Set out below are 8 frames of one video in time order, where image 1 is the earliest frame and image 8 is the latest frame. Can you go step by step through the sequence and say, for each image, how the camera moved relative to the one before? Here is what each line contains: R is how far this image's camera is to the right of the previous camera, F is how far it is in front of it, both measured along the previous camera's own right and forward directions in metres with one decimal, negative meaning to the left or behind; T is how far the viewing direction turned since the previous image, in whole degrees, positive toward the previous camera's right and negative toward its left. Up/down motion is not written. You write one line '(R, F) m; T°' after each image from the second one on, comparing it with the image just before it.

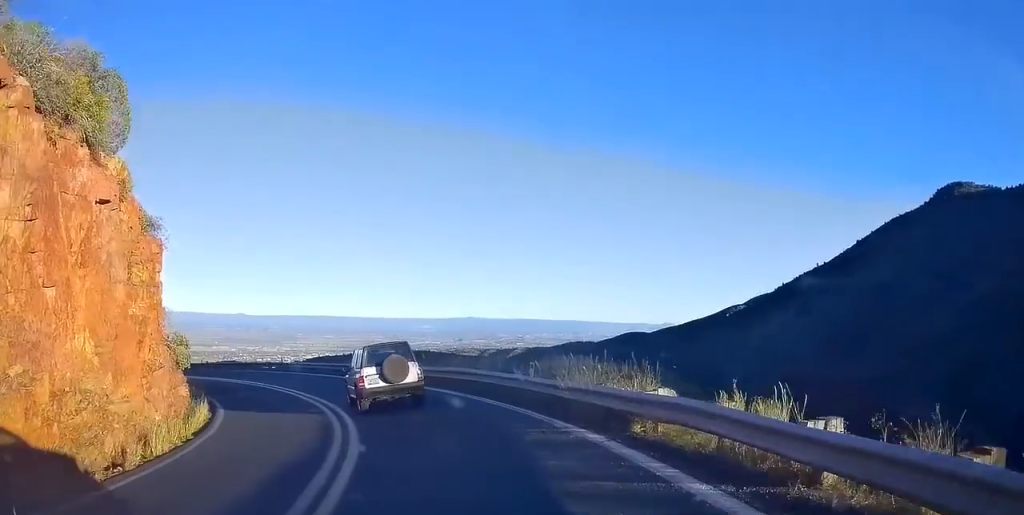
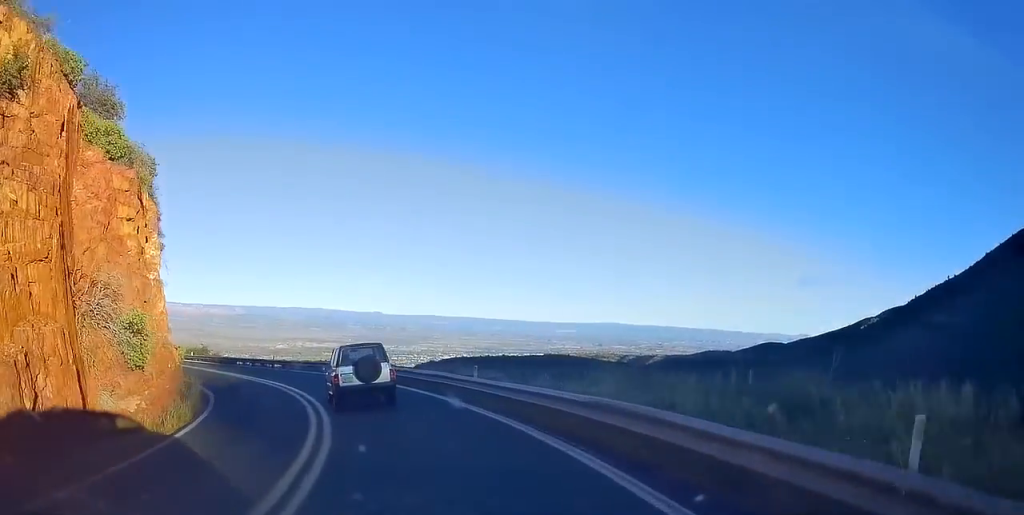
(-0.7, +10.6) m; -7°
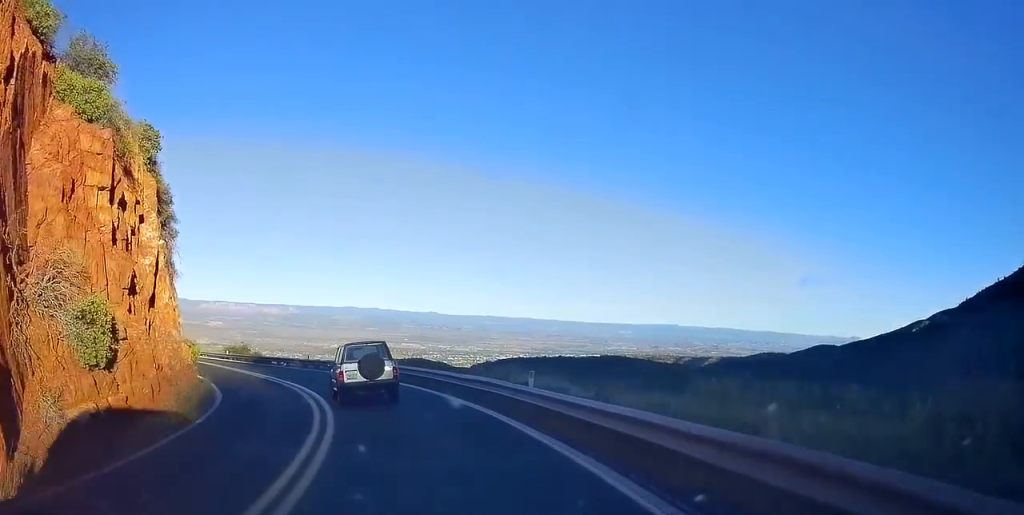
(-0.2, +3.6) m; -5°
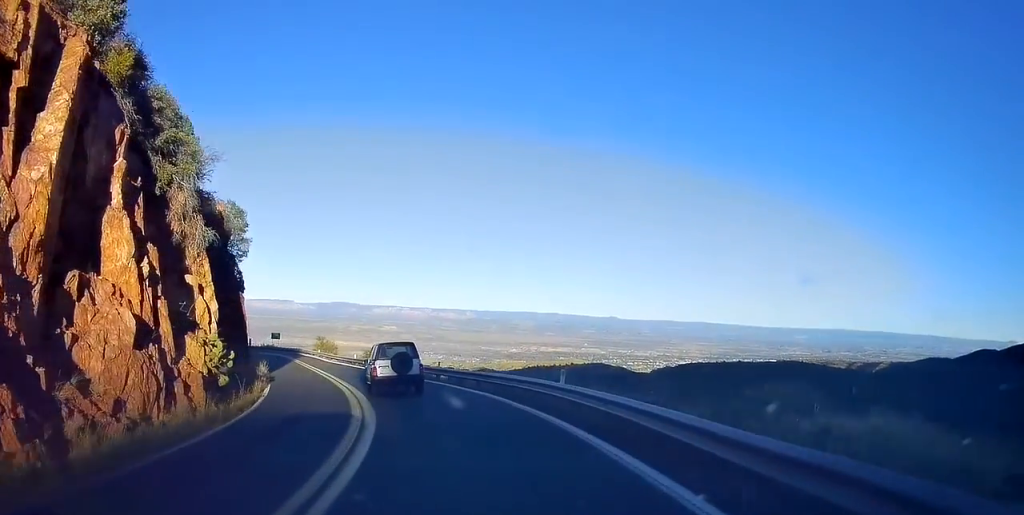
(-1.8, +11.3) m; -18°
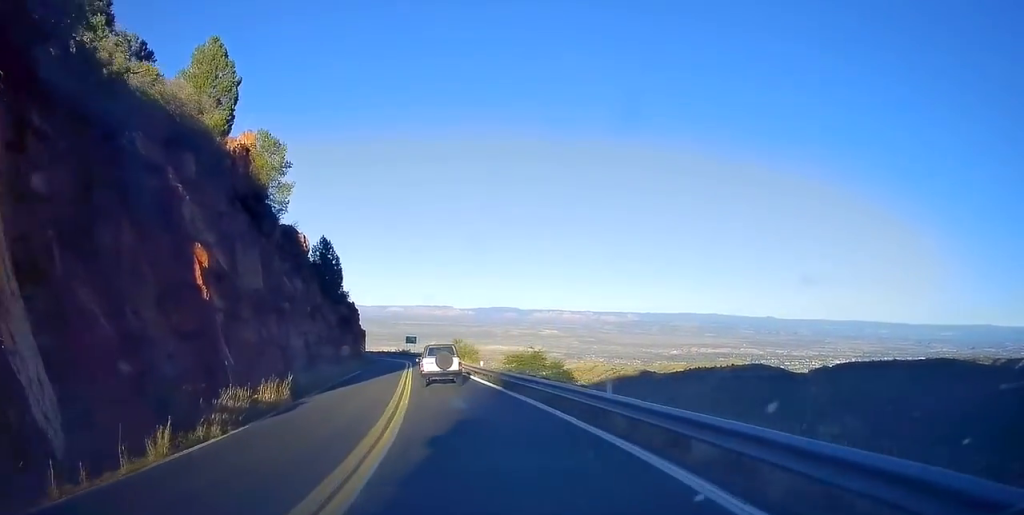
(-1.9, +14.5) m; -14°
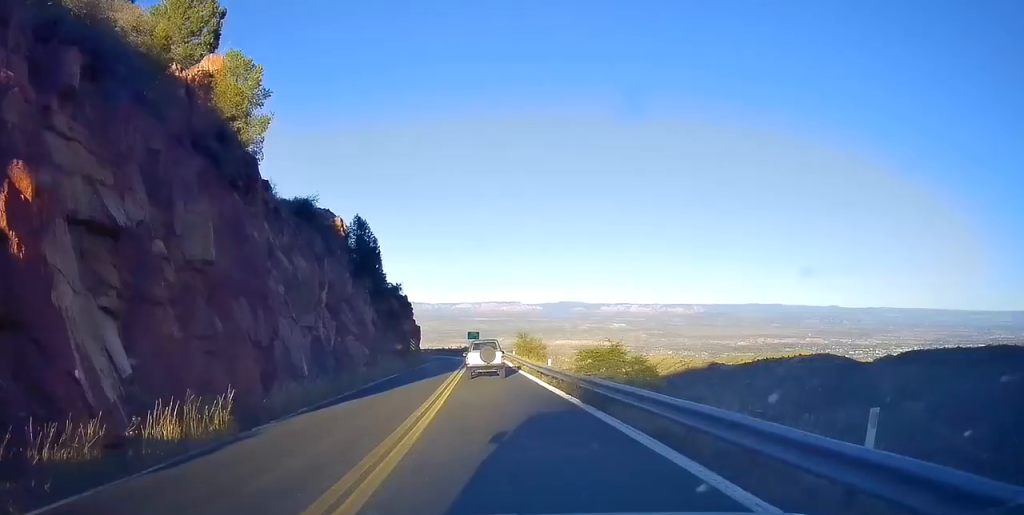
(-0.2, +7.6) m; -8°
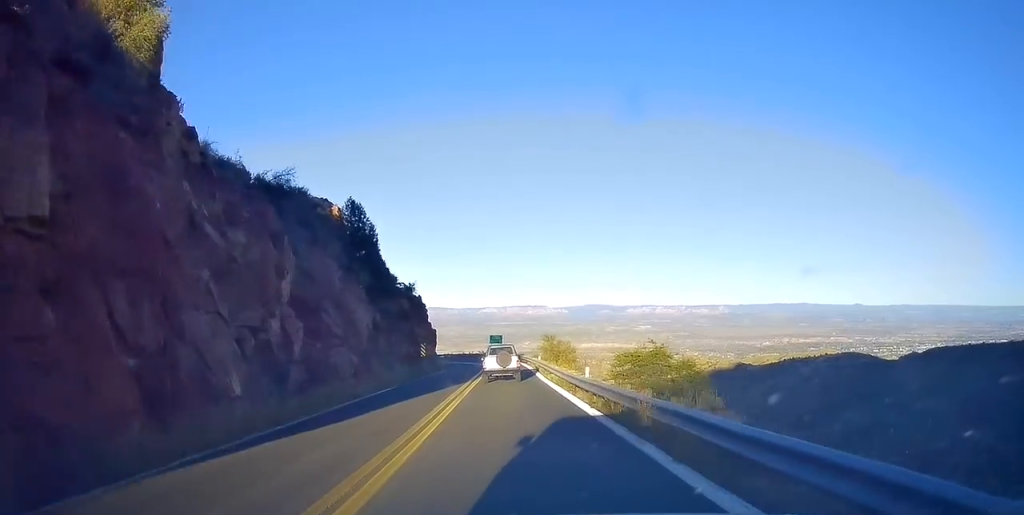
(-0.7, +6.3) m; -4°
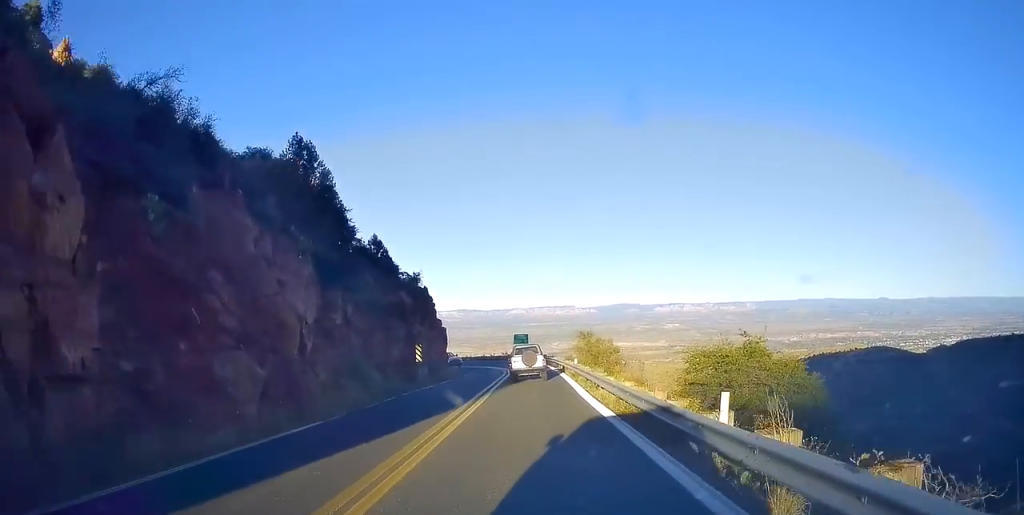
(-0.2, +11.0) m; -3°
